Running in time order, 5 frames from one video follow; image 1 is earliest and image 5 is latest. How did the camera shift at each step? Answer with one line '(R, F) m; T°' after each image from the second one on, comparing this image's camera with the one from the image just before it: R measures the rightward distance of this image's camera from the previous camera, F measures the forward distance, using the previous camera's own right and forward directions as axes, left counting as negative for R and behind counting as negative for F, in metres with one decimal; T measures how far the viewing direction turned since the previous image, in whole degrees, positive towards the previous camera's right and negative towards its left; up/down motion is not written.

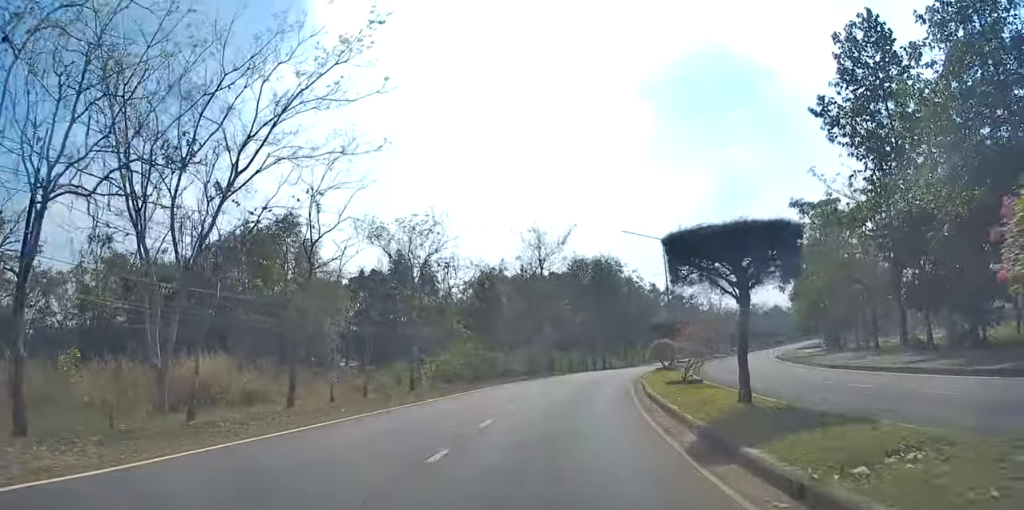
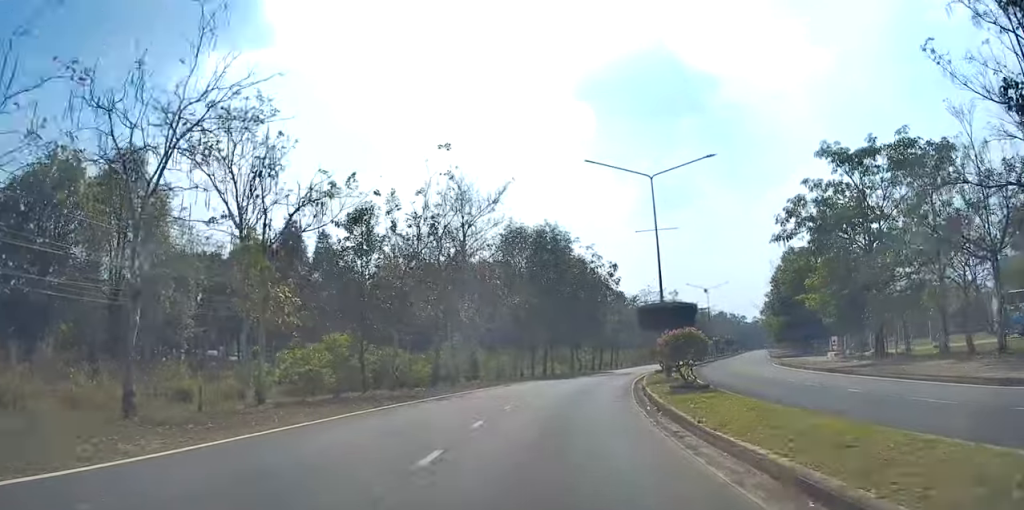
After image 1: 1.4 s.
(+0.8, +17.3) m; +5°
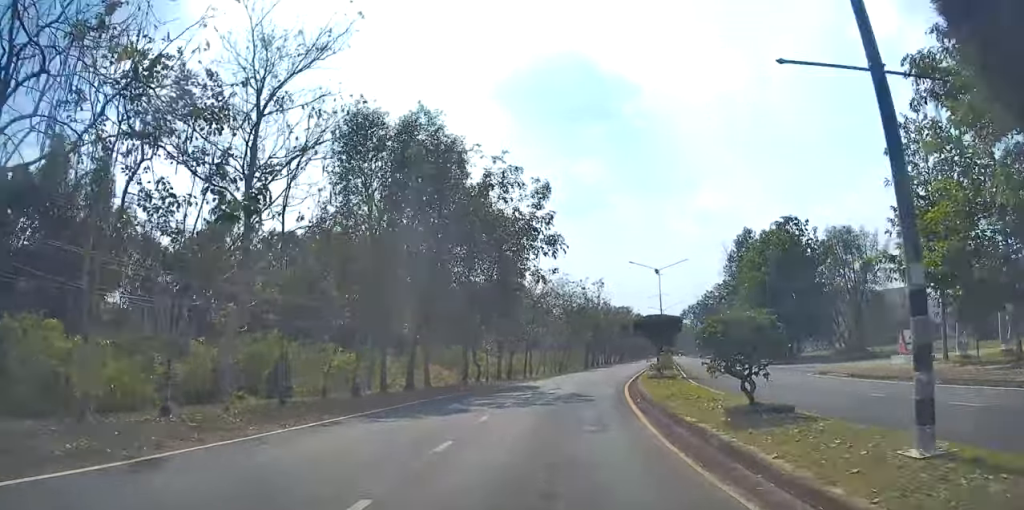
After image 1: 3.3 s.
(+2.4, +23.6) m; +9°
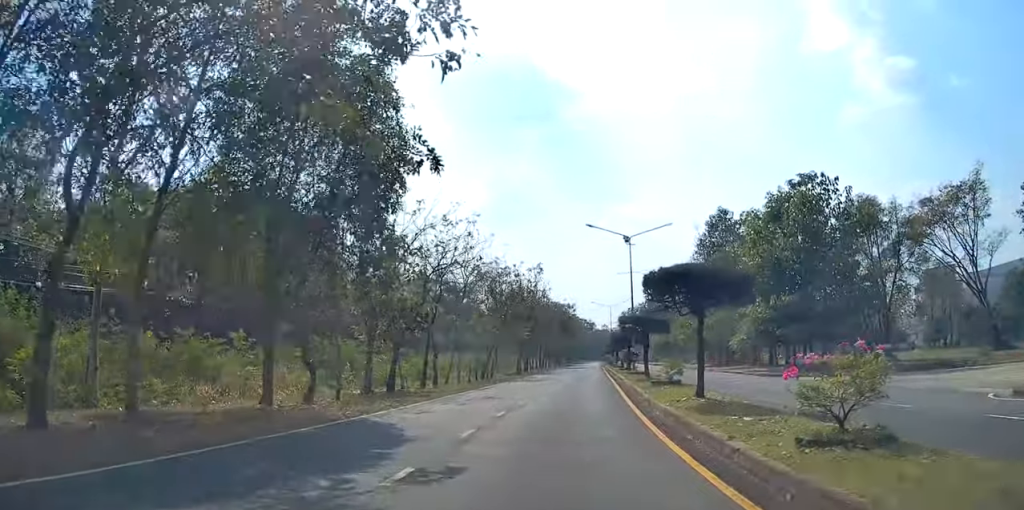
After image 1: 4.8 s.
(+0.2, +18.1) m; +2°
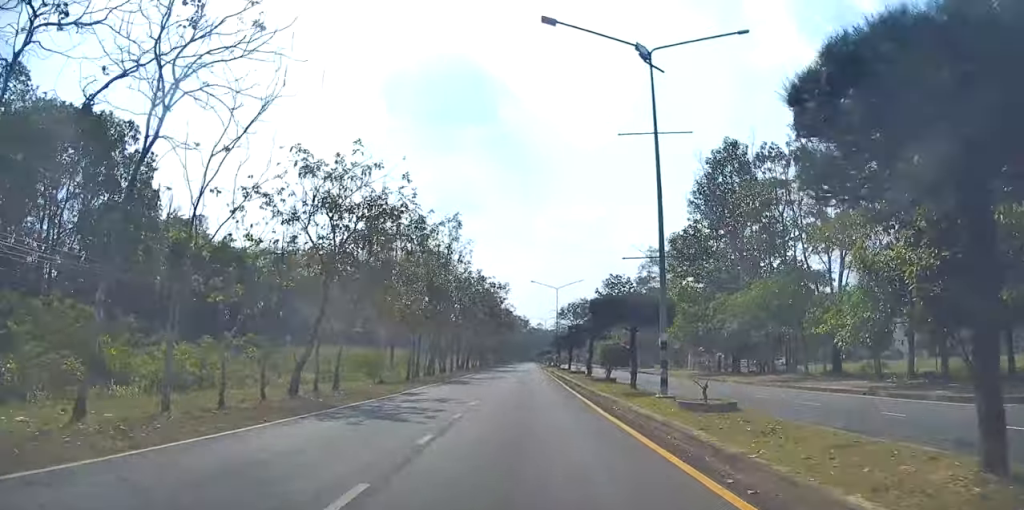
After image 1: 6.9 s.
(+2.3, +25.2) m; +11°
